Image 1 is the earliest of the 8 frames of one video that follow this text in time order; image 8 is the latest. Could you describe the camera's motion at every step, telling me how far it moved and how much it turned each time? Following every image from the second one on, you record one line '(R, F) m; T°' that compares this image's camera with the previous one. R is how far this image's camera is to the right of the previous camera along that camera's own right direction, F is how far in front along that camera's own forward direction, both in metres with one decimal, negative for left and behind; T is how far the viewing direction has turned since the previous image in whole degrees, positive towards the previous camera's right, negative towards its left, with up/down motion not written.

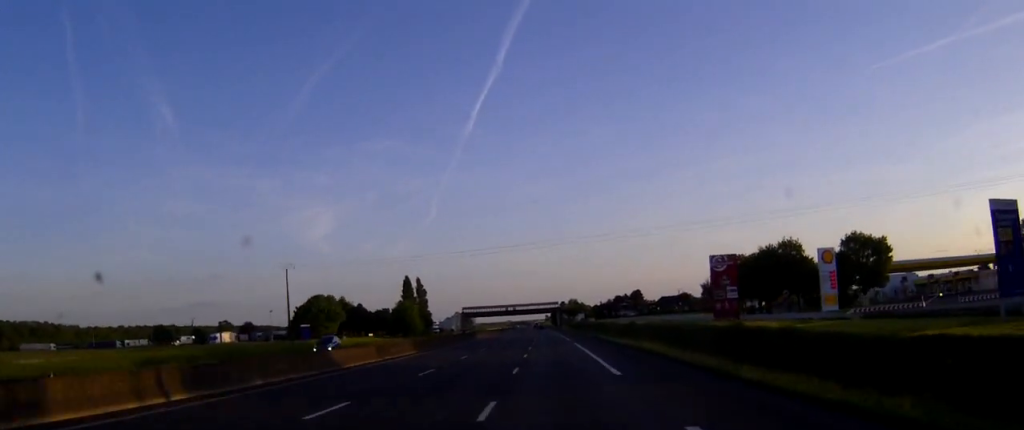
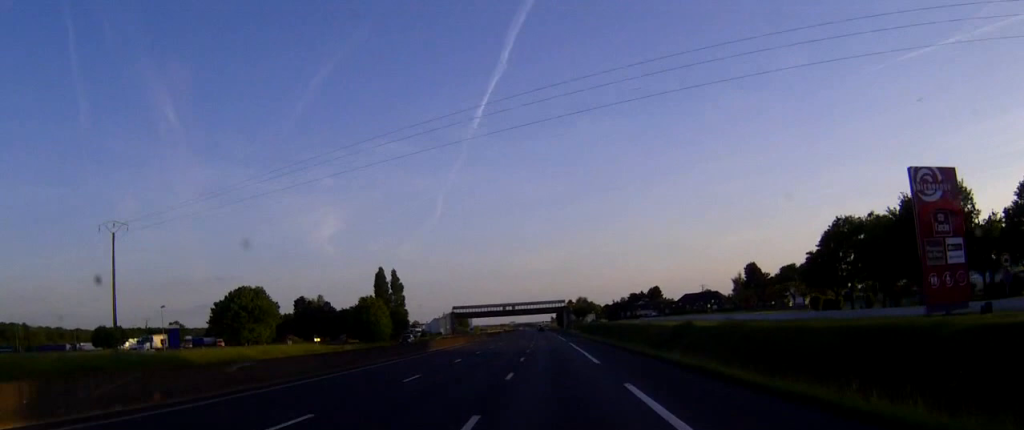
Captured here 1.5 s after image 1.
(-0.1, +41.7) m; 0°
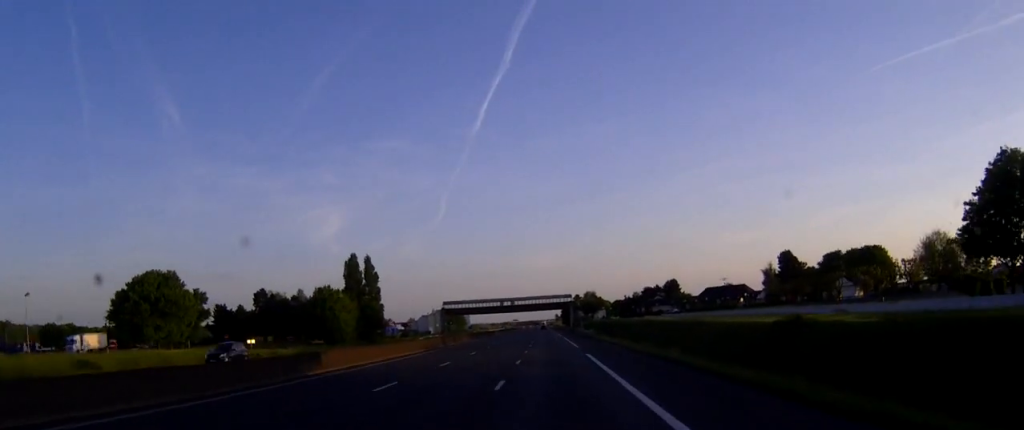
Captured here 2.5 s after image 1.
(-0.1, +30.3) m; 0°
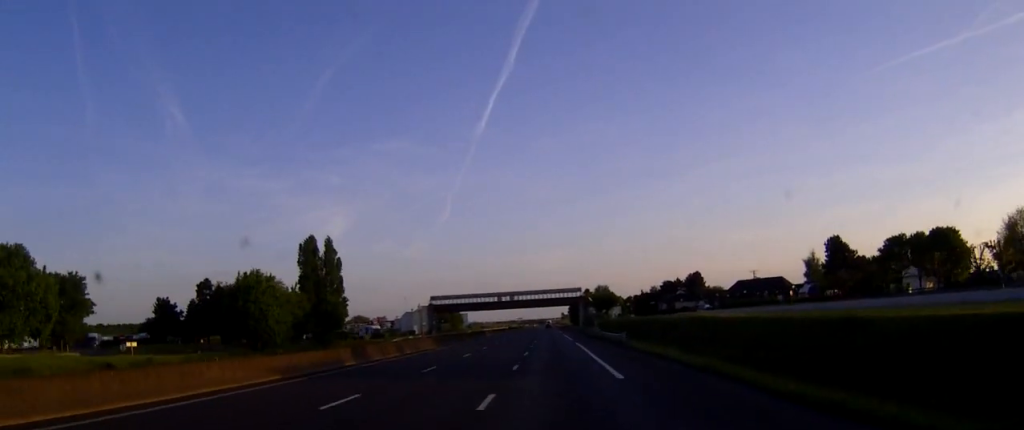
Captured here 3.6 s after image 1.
(-0.2, +31.3) m; 0°
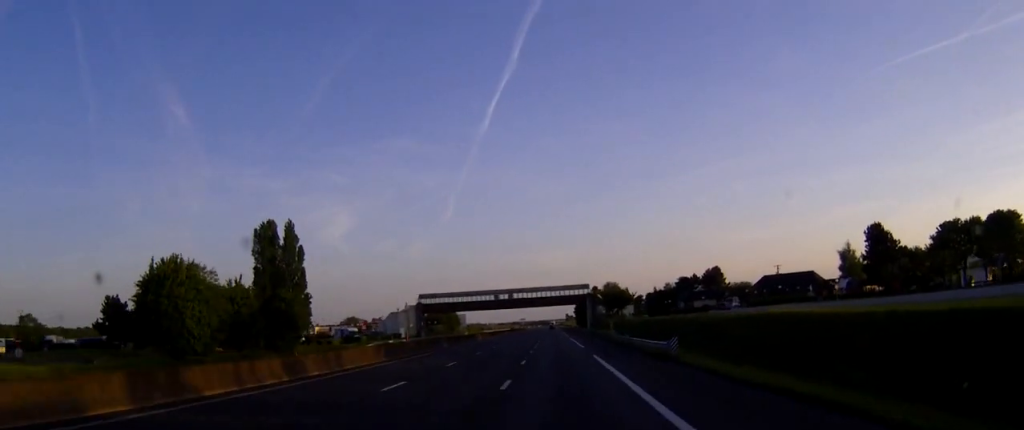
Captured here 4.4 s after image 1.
(0.0, +20.9) m; 0°
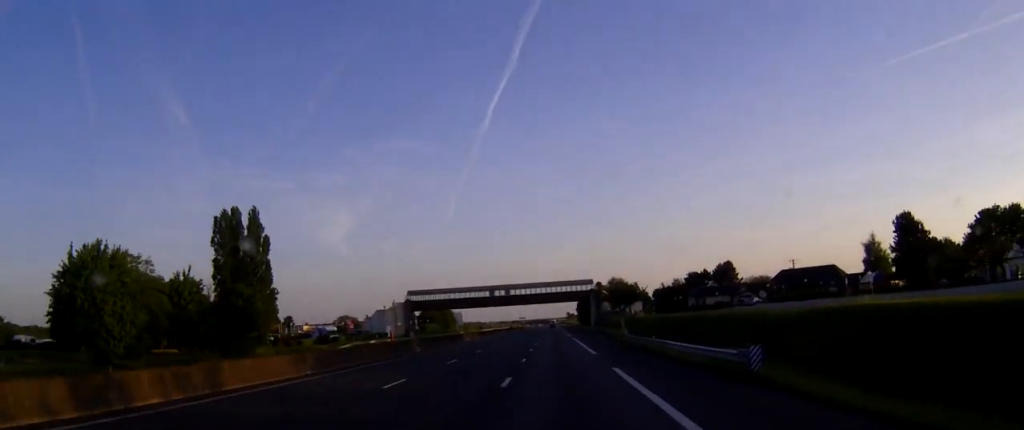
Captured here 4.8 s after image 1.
(0.0, +13.3) m; 0°
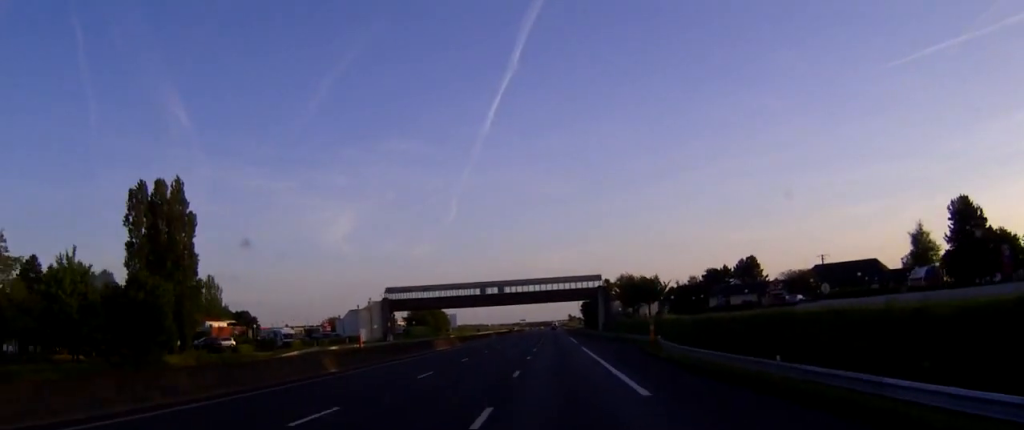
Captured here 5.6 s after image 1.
(-0.1, +20.9) m; 0°
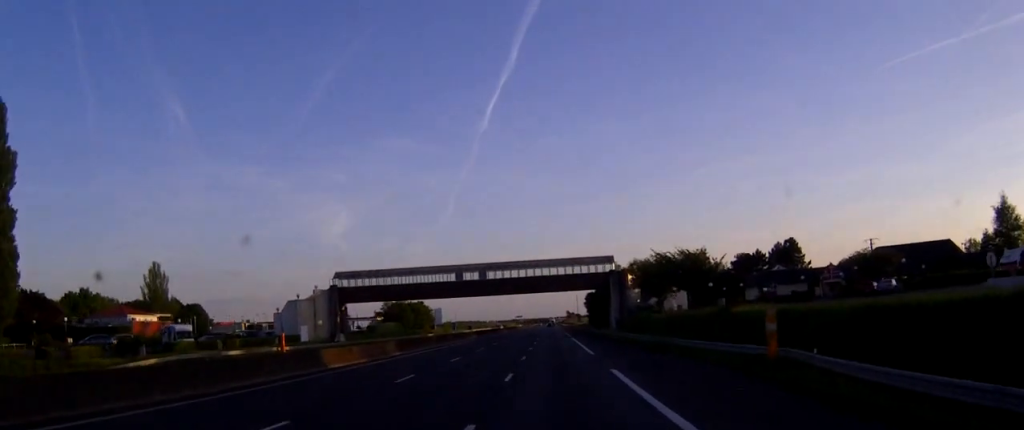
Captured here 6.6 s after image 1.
(0.0, +29.4) m; 0°
